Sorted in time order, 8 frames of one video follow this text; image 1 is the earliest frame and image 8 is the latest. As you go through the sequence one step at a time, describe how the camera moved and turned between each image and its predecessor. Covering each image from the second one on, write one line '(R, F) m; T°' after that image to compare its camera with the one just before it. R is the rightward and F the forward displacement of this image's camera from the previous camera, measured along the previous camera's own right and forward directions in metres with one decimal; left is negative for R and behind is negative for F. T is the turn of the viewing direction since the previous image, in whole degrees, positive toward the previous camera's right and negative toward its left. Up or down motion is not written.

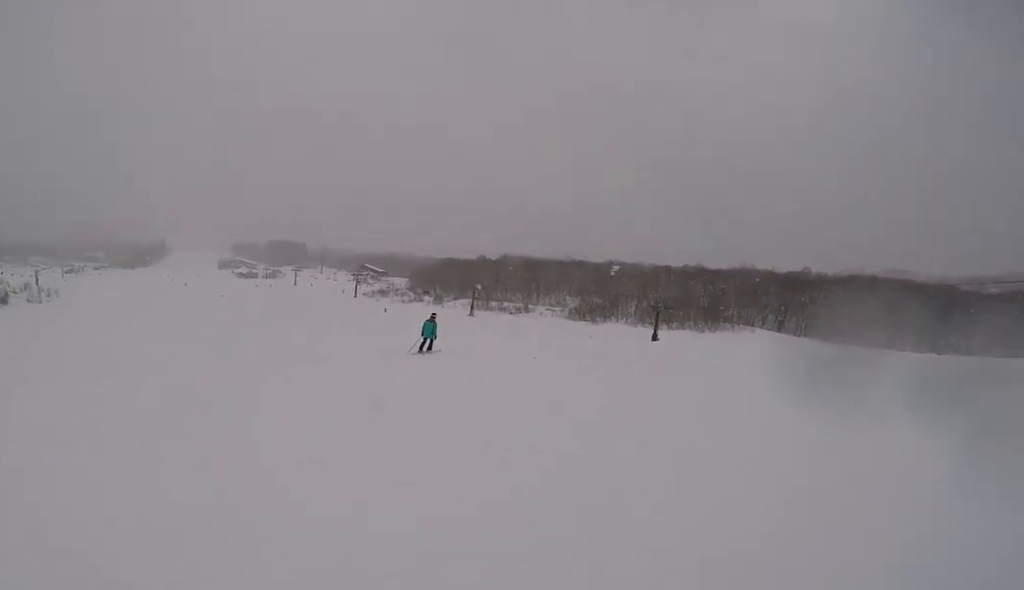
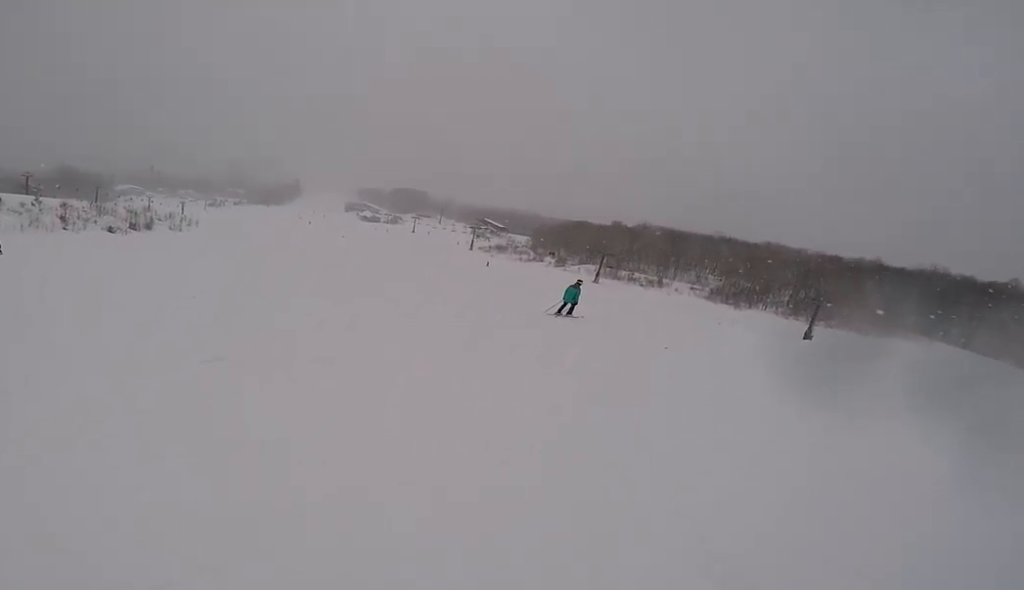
(+0.1, +3.1) m; -13°
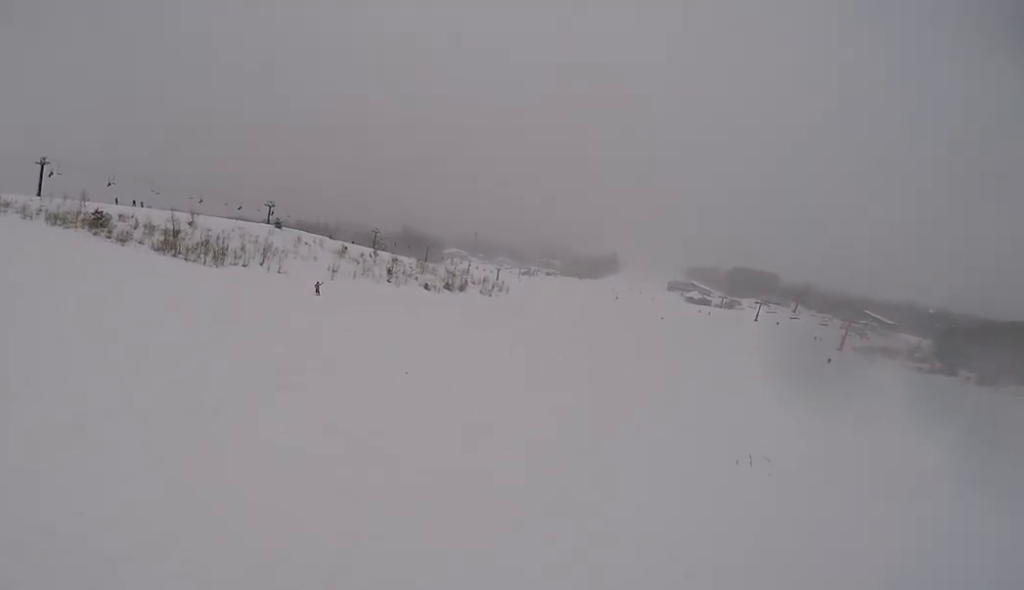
(-3.2, +6.7) m; -44°
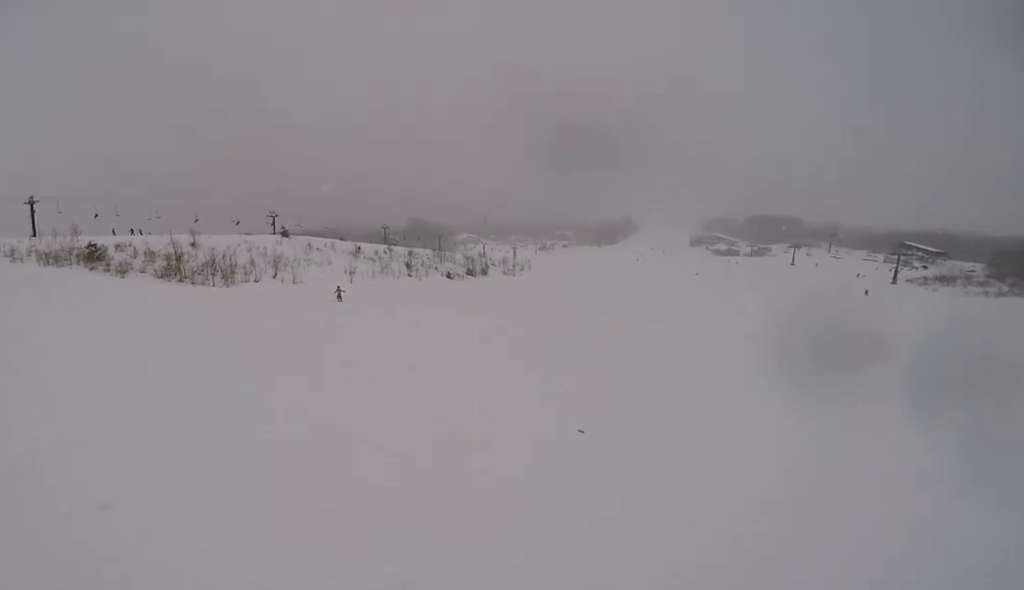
(-1.1, +4.7) m; -15°
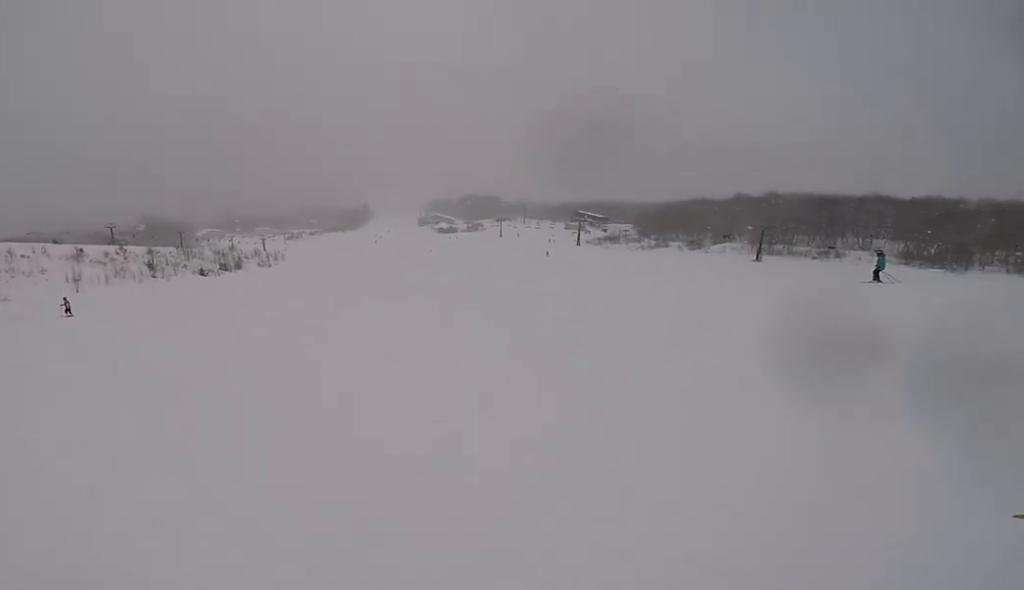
(-0.1, +4.8) m; +11°
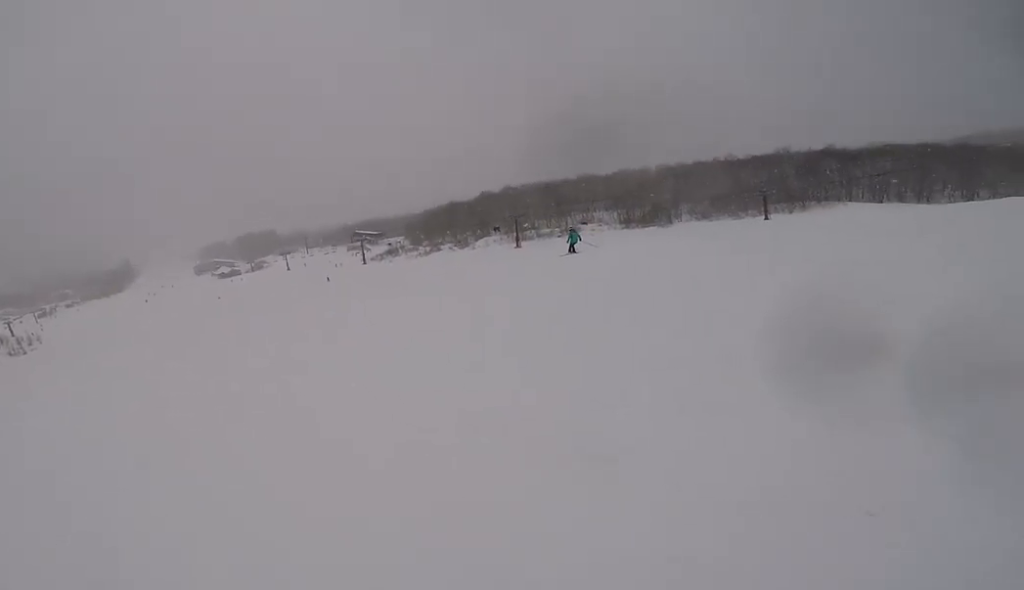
(+0.8, +4.3) m; +24°
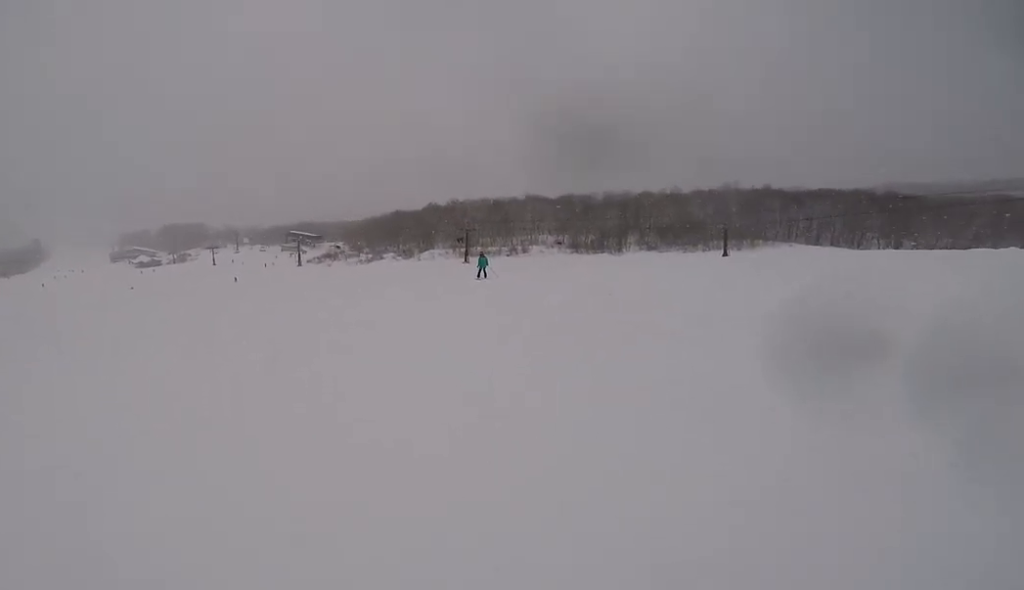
(+2.7, +7.5) m; +36°
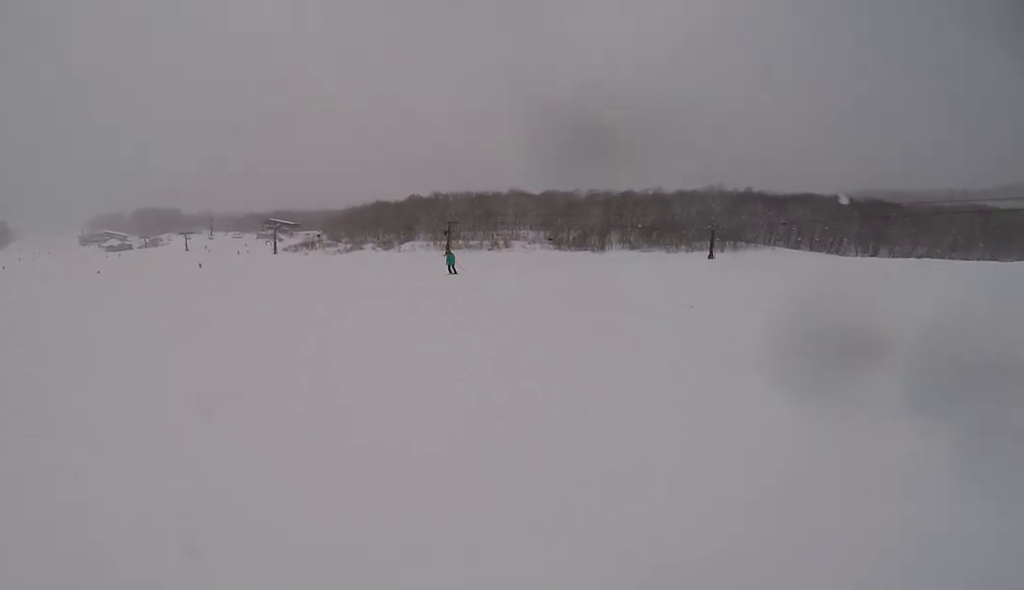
(+0.5, +2.9) m; +5°
